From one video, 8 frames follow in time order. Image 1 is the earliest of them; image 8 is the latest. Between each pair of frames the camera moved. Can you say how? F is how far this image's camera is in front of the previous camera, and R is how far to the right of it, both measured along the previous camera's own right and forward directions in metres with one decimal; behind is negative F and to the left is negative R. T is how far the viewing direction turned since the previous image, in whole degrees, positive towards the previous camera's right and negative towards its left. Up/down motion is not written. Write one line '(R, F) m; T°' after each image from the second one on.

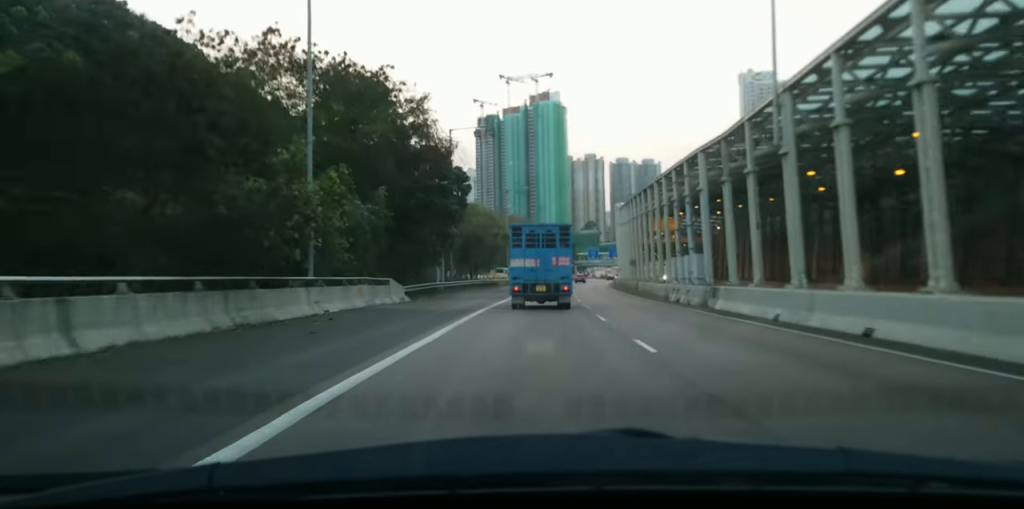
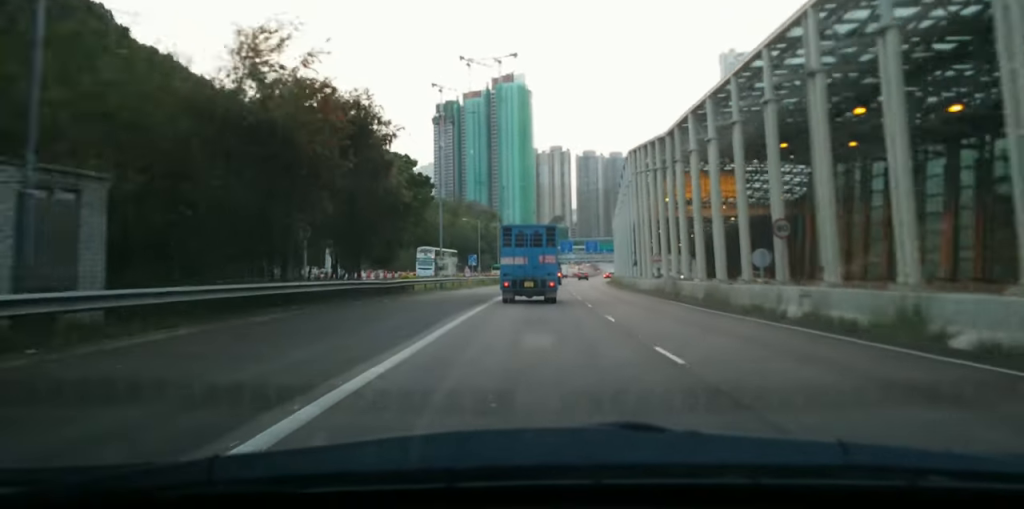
(-0.1, +45.1) m; 0°
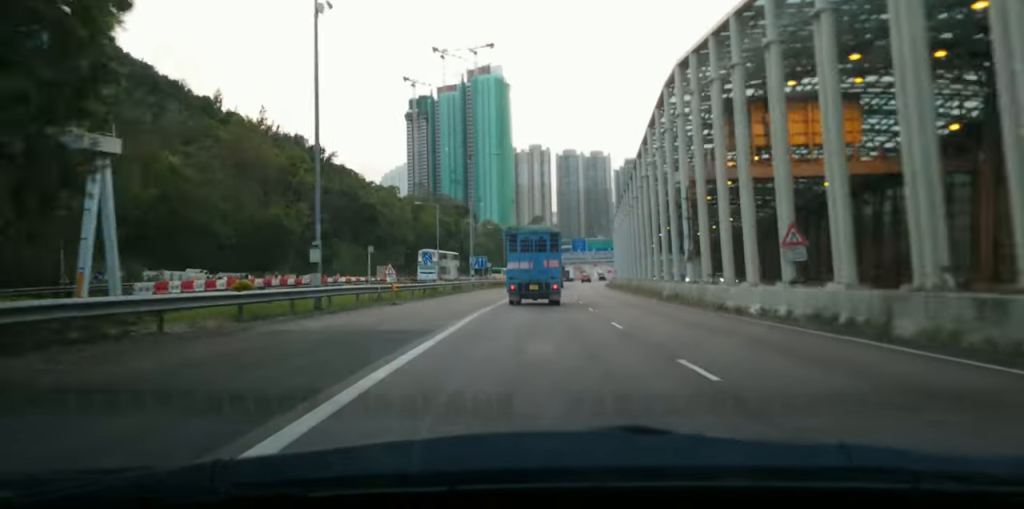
(+0.4, +28.0) m; +2°
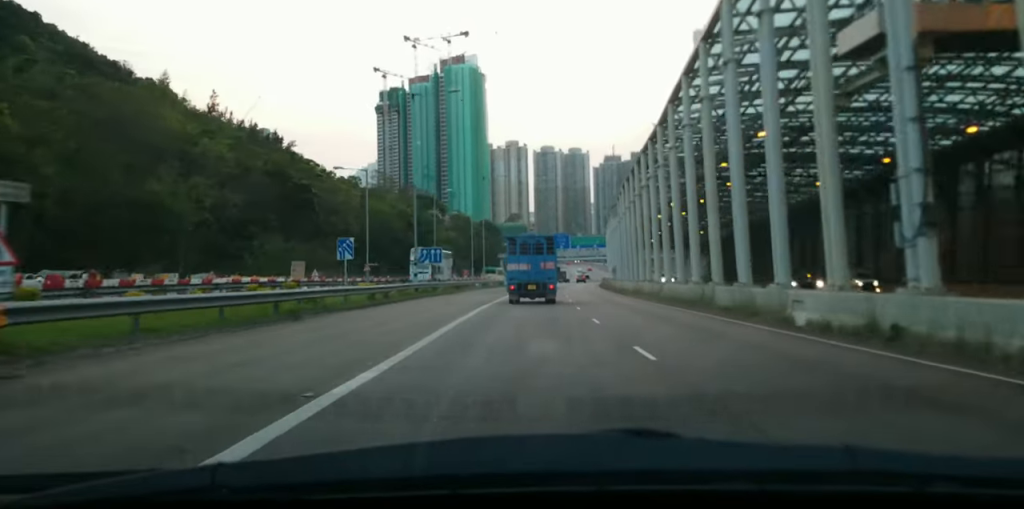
(+0.4, +25.2) m; +3°
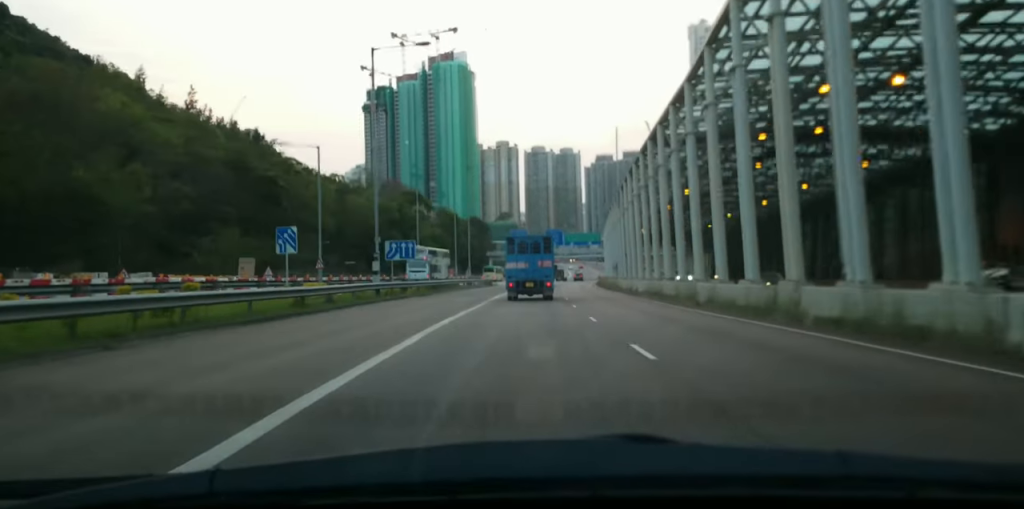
(+0.3, +9.4) m; +1°
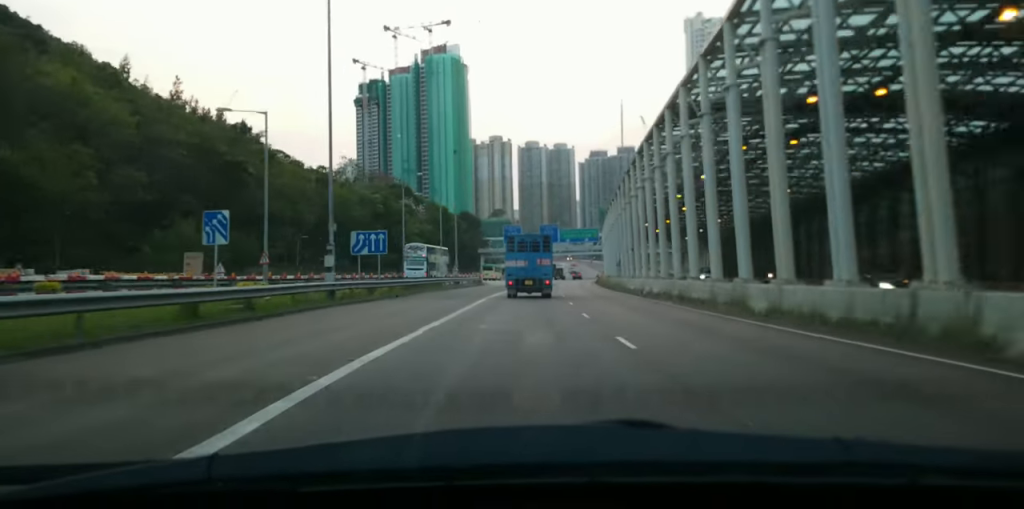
(+0.2, +8.5) m; +1°
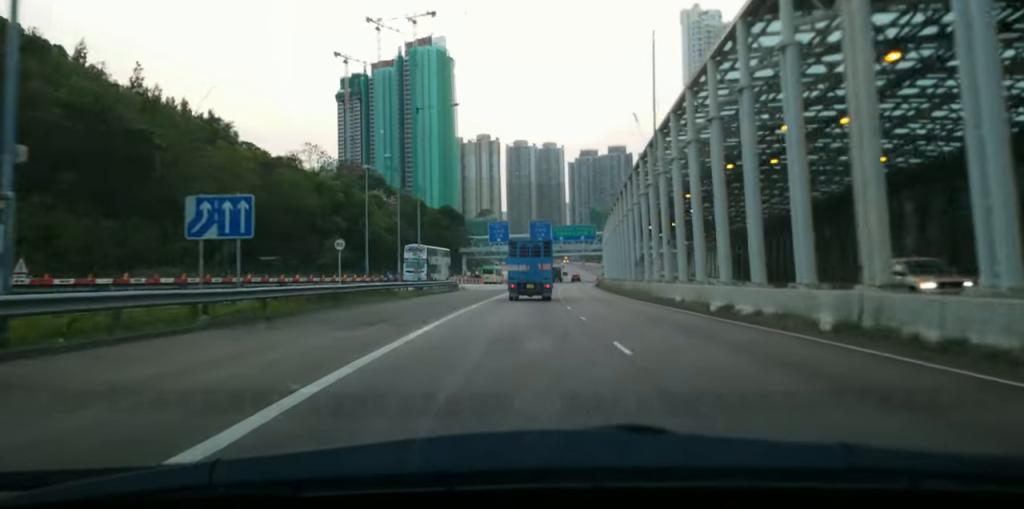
(+0.1, +18.8) m; 0°
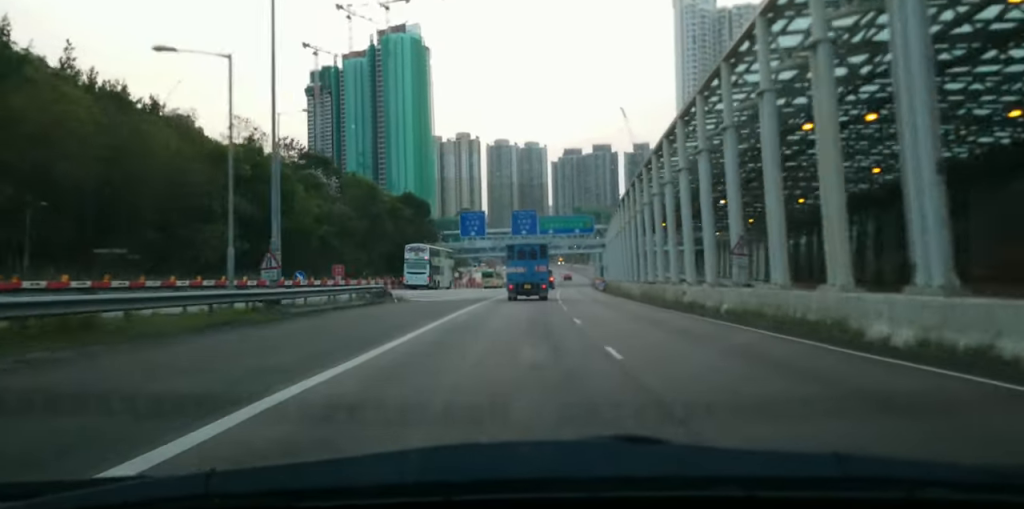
(-0.3, +26.6) m; +2°
